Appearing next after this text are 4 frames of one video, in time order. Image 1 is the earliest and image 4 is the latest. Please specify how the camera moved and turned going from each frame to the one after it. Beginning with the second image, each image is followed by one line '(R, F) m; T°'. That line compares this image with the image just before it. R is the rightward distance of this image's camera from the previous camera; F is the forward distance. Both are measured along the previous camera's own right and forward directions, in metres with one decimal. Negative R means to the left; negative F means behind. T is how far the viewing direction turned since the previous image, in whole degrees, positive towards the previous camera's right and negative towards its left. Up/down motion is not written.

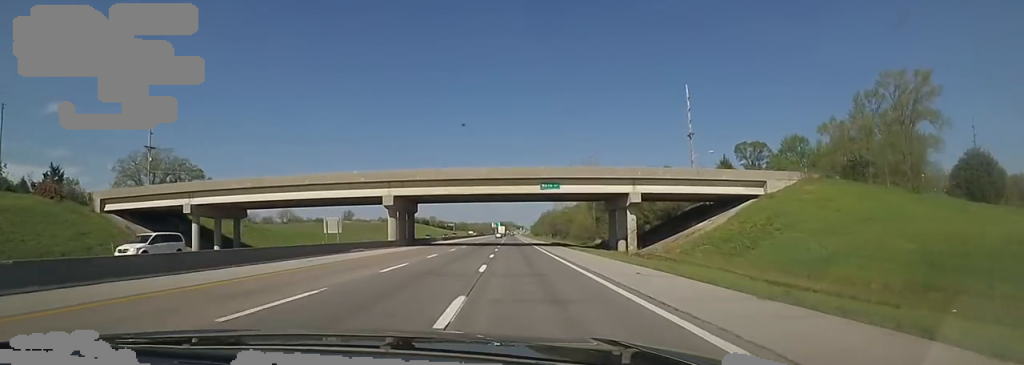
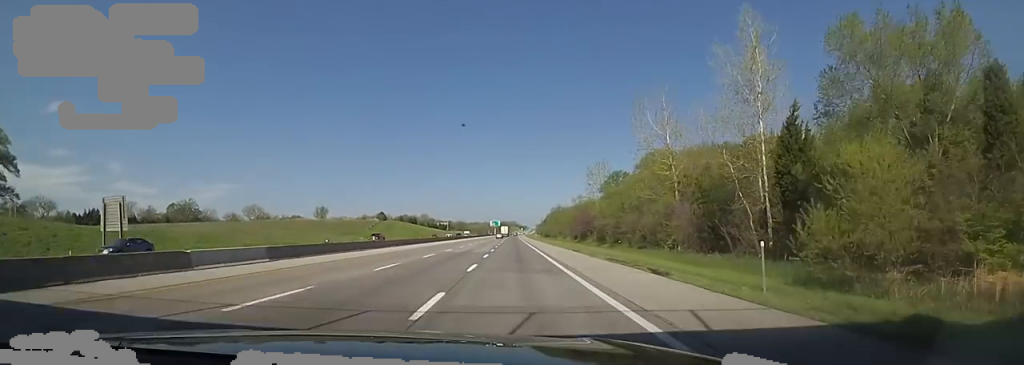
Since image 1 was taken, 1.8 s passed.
(0.0, +59.3) m; 0°
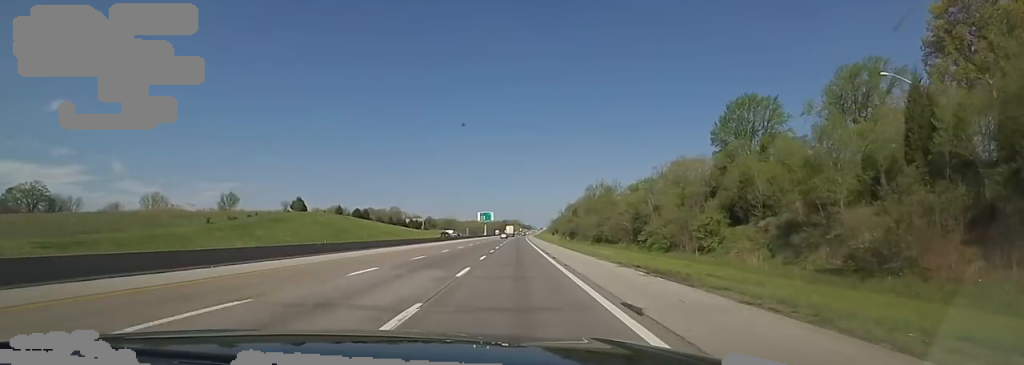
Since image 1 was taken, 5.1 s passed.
(0.0, +111.9) m; -2°
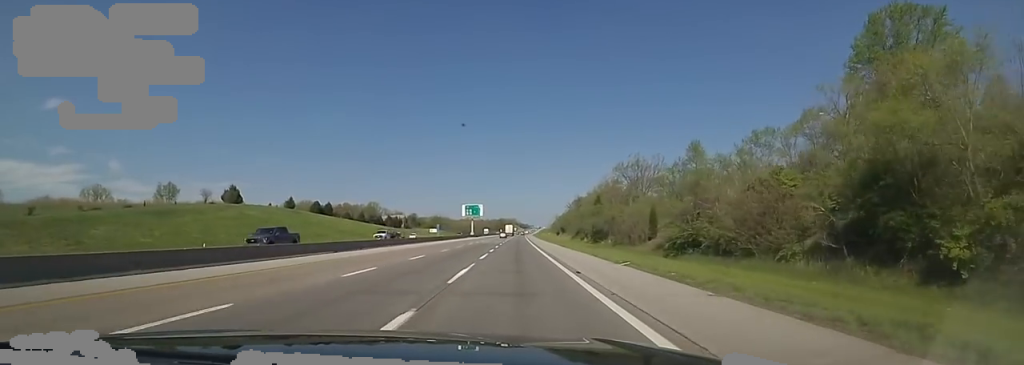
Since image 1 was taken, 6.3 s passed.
(-1.5, +40.3) m; 0°
